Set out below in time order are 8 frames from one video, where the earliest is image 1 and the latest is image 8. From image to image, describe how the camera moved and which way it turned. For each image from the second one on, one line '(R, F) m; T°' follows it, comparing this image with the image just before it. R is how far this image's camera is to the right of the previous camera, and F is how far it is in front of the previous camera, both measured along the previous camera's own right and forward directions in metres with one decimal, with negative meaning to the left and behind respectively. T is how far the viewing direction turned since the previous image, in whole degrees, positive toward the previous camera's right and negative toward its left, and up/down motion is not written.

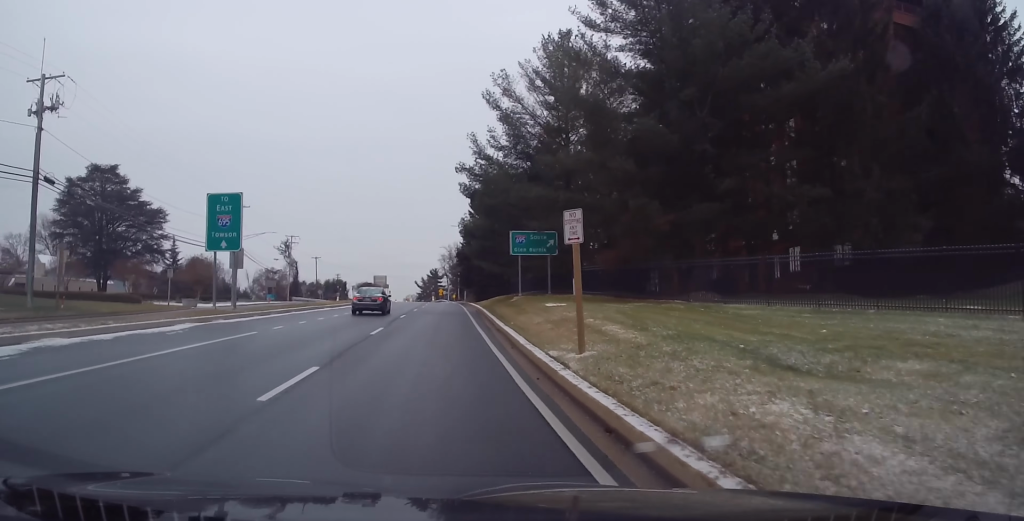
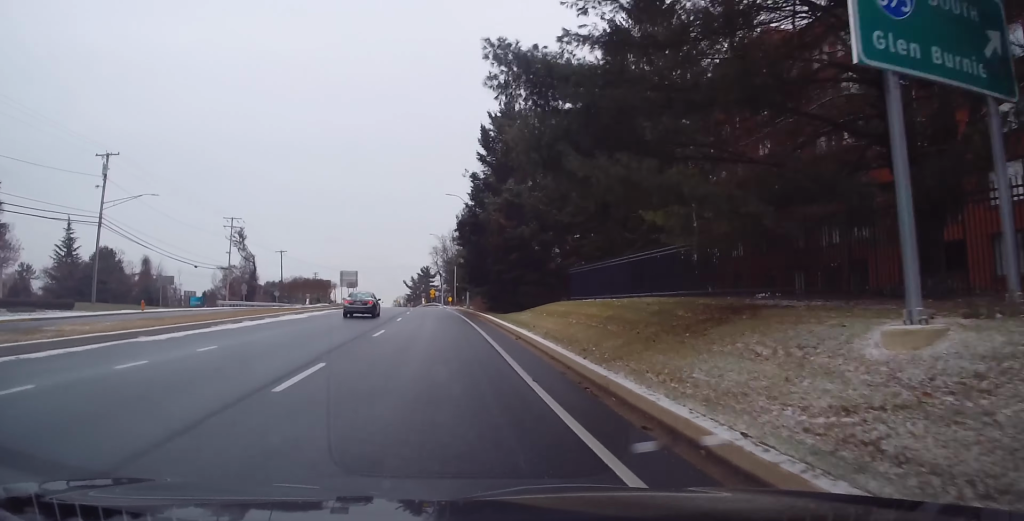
(+0.1, +35.1) m; 0°
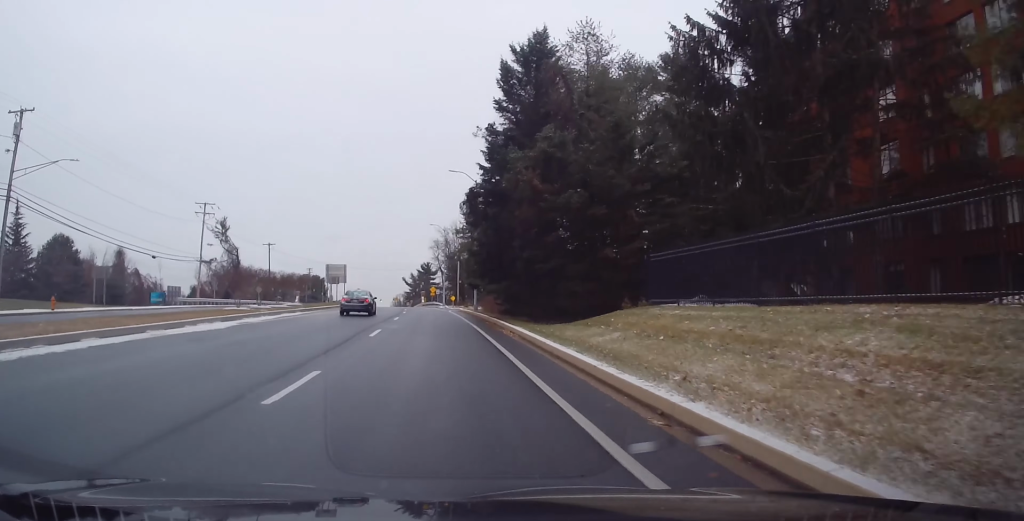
(0.0, +12.9) m; 0°
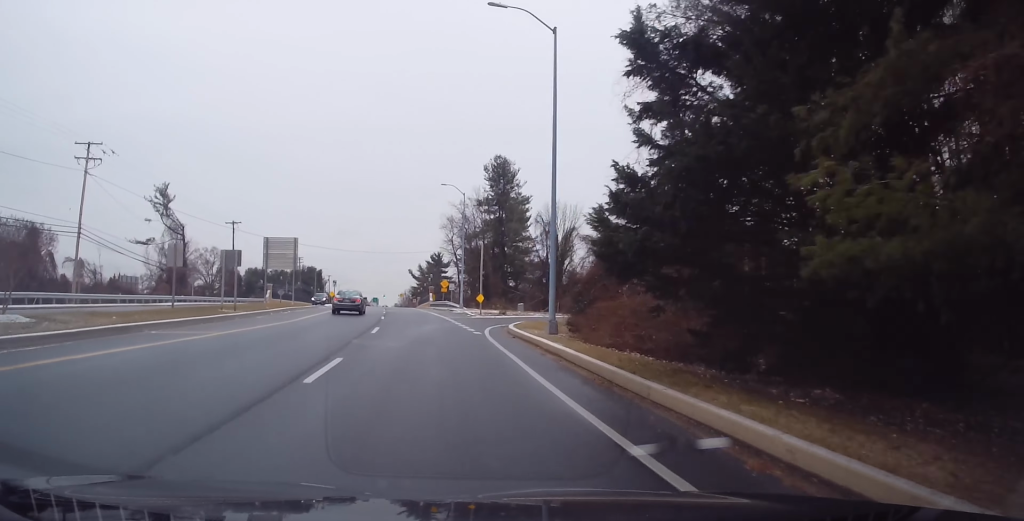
(+0.2, +33.3) m; +2°
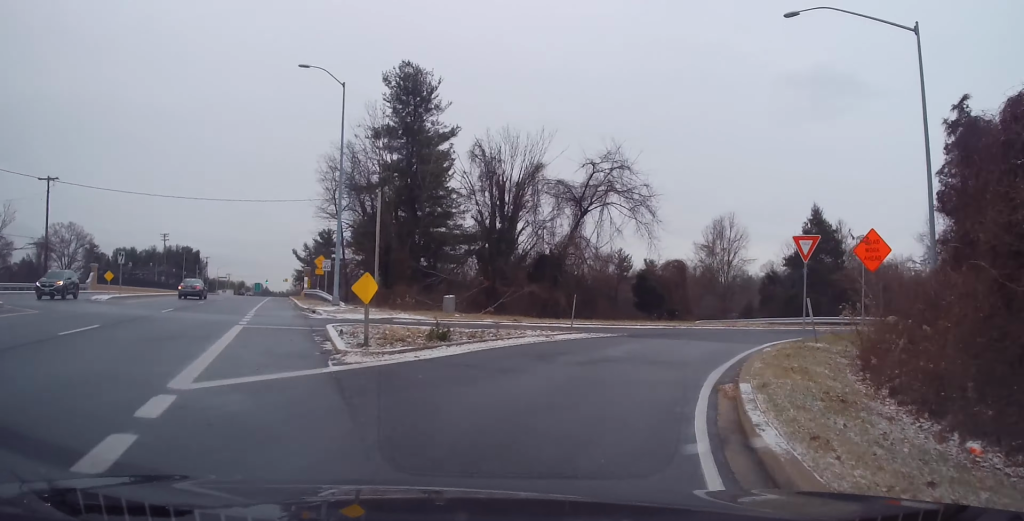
(+2.8, +30.2) m; +21°
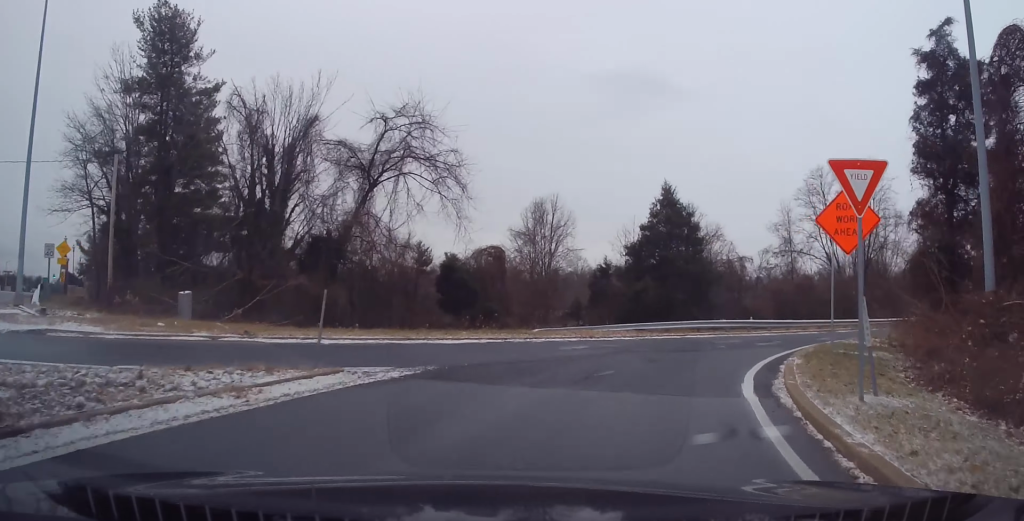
(+1.0, +10.4) m; +18°
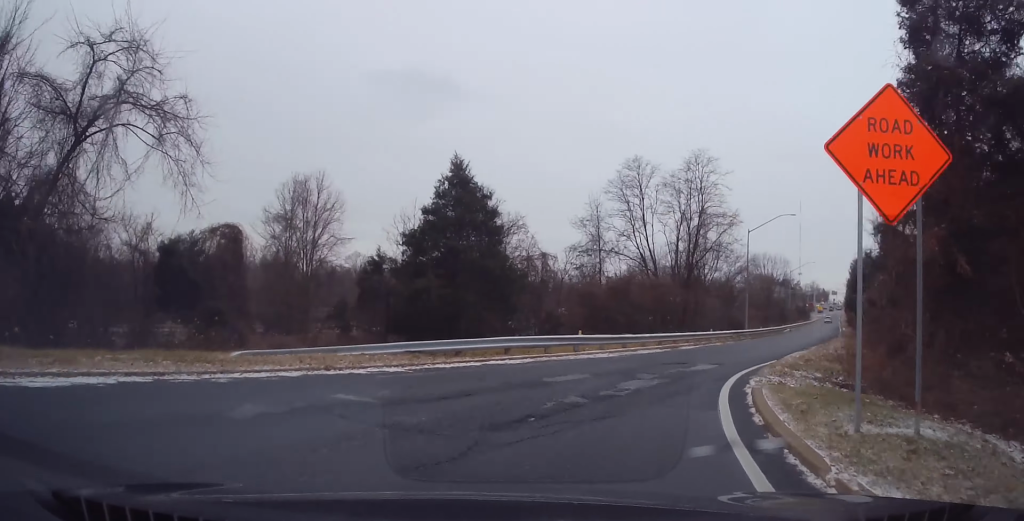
(+1.8, +9.6) m; +19°
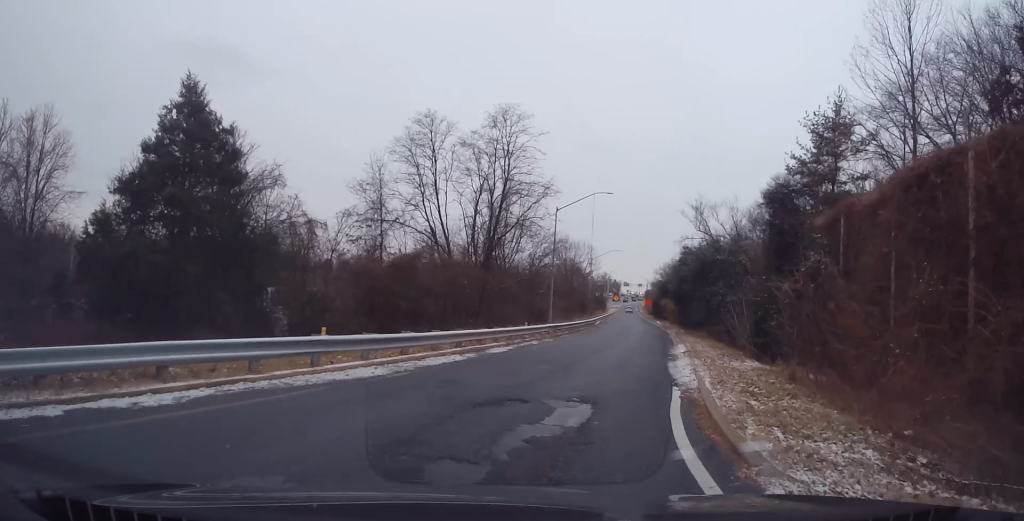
(+1.7, +9.3) m; +10°
